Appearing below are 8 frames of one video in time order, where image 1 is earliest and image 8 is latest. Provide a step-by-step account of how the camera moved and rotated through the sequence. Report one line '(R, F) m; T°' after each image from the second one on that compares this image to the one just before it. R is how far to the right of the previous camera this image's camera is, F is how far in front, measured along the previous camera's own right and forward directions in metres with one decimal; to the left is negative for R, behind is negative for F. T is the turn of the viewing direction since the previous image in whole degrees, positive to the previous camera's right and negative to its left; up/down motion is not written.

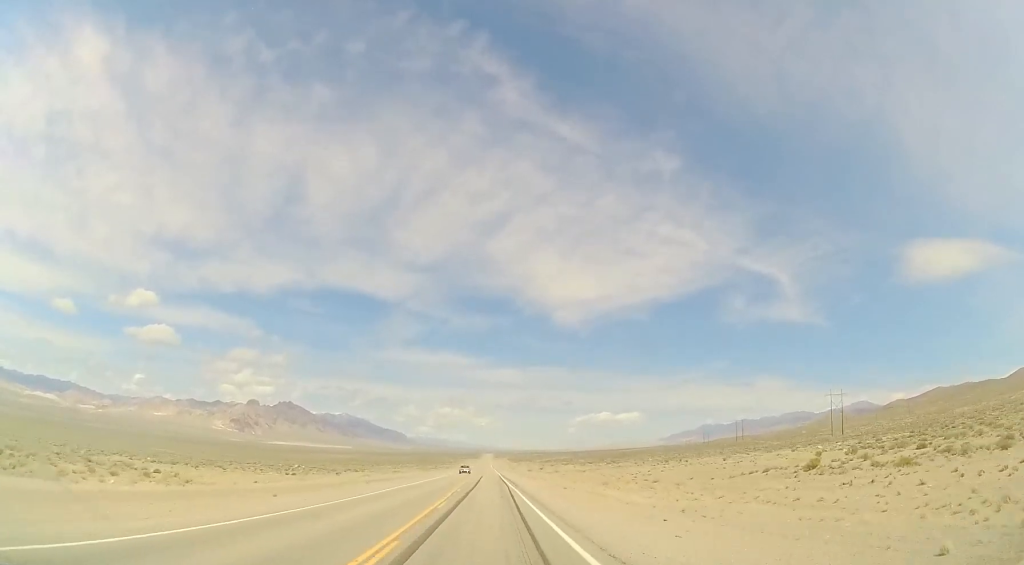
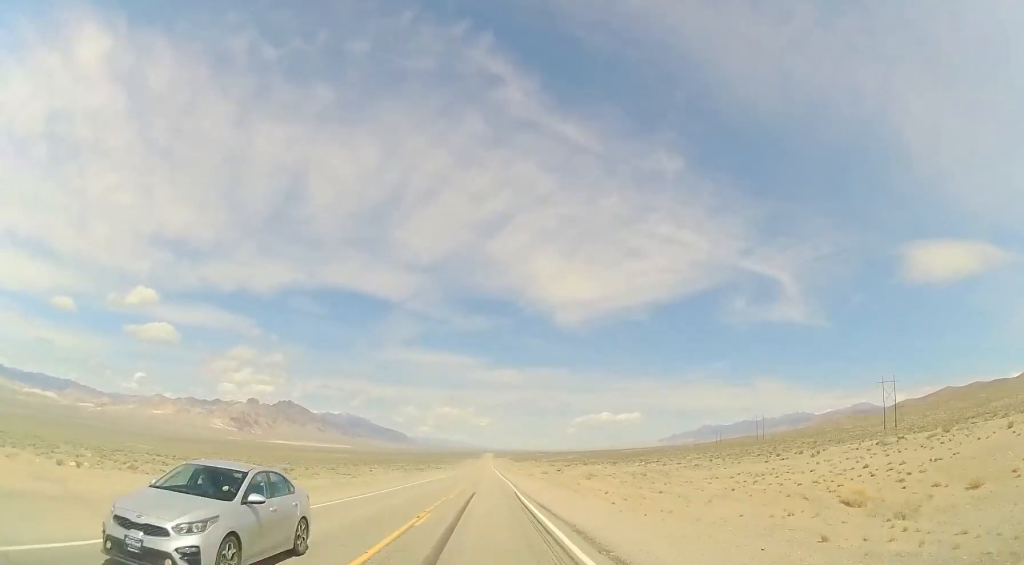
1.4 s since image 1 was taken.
(+0.1, +42.6) m; +1°
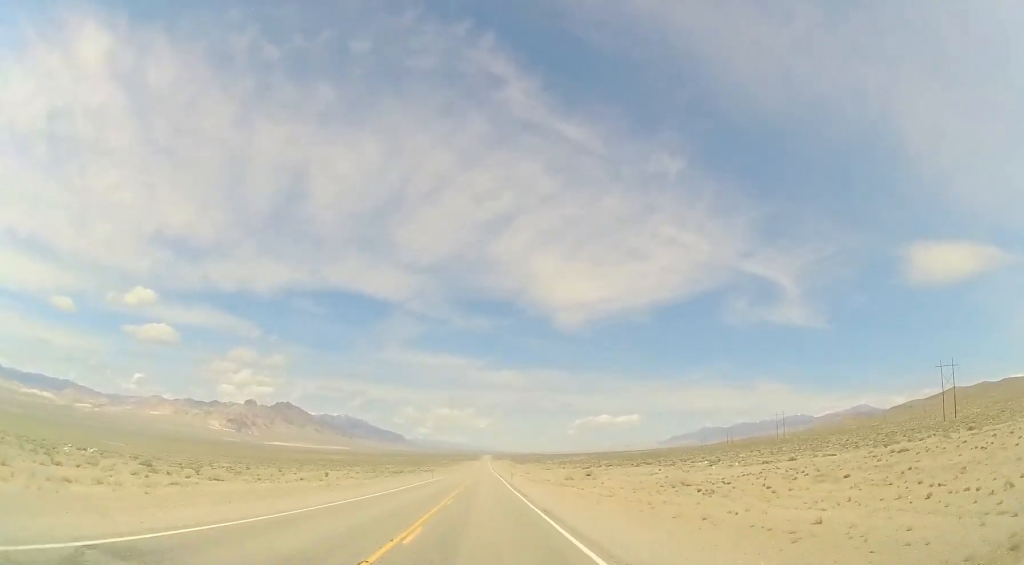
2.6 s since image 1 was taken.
(+0.1, +40.0) m; 0°
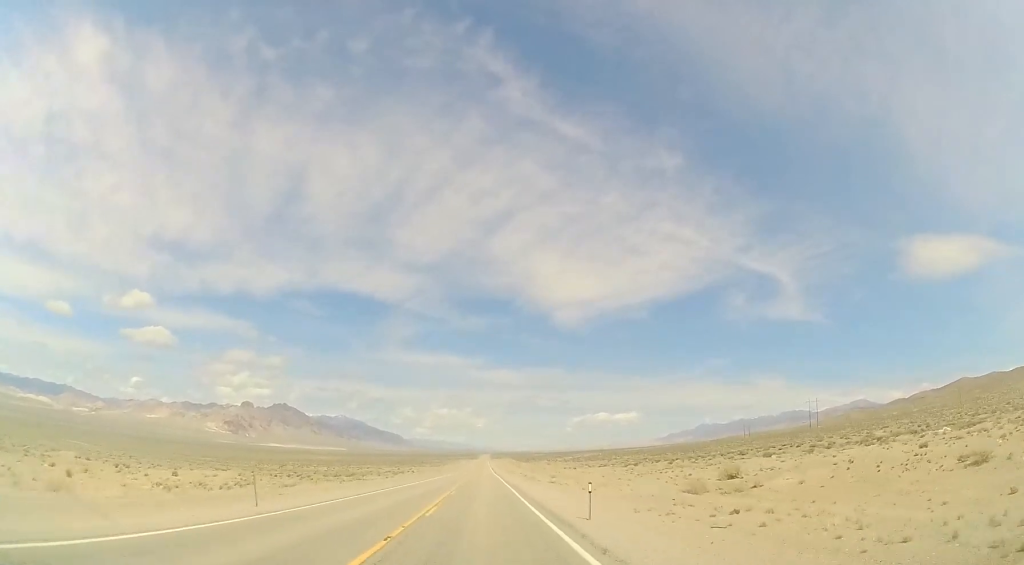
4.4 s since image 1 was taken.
(+0.1, +55.1) m; 0°
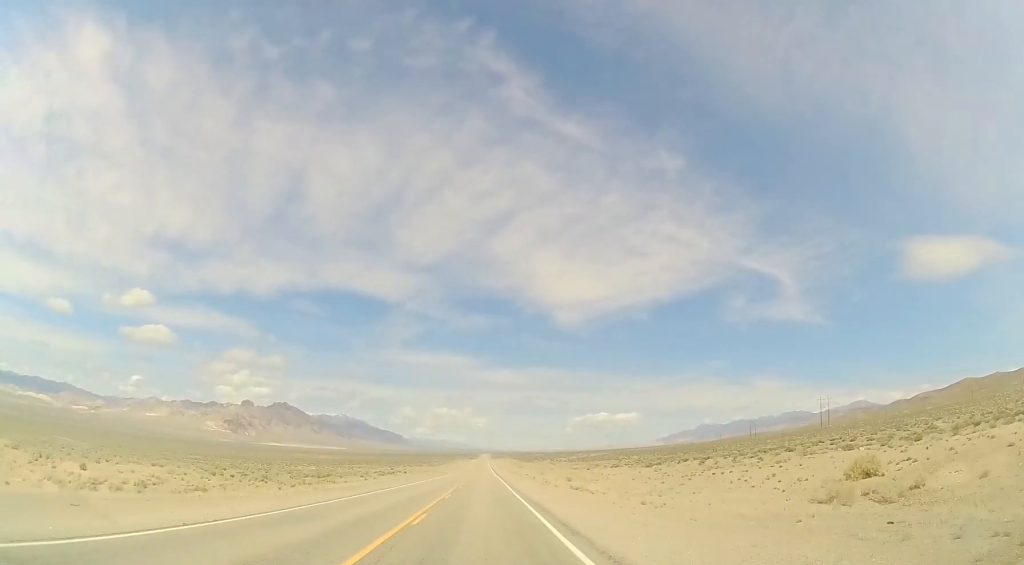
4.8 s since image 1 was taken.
(0.0, +14.9) m; 0°
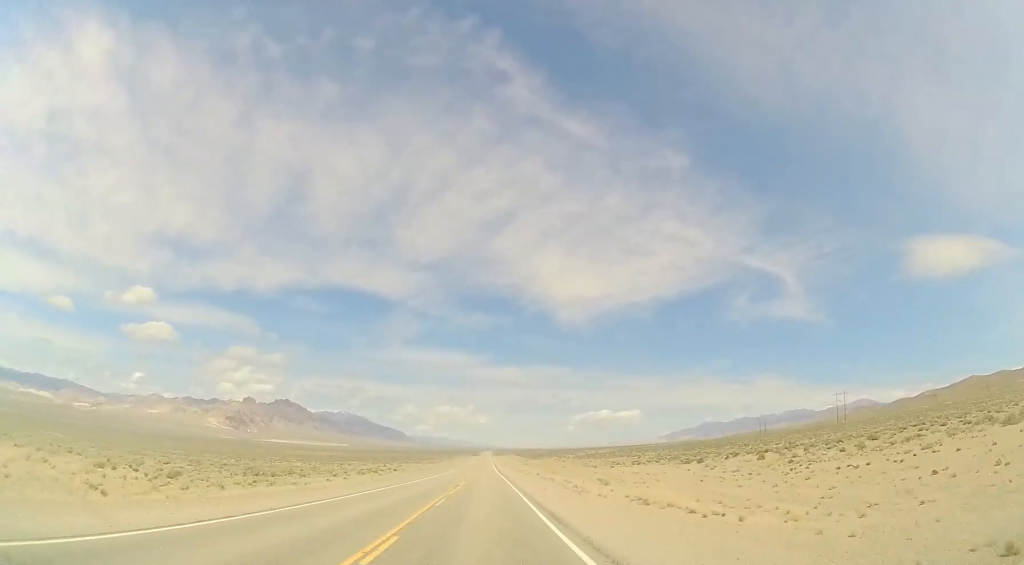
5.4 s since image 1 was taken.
(-0.4, +18.2) m; 0°
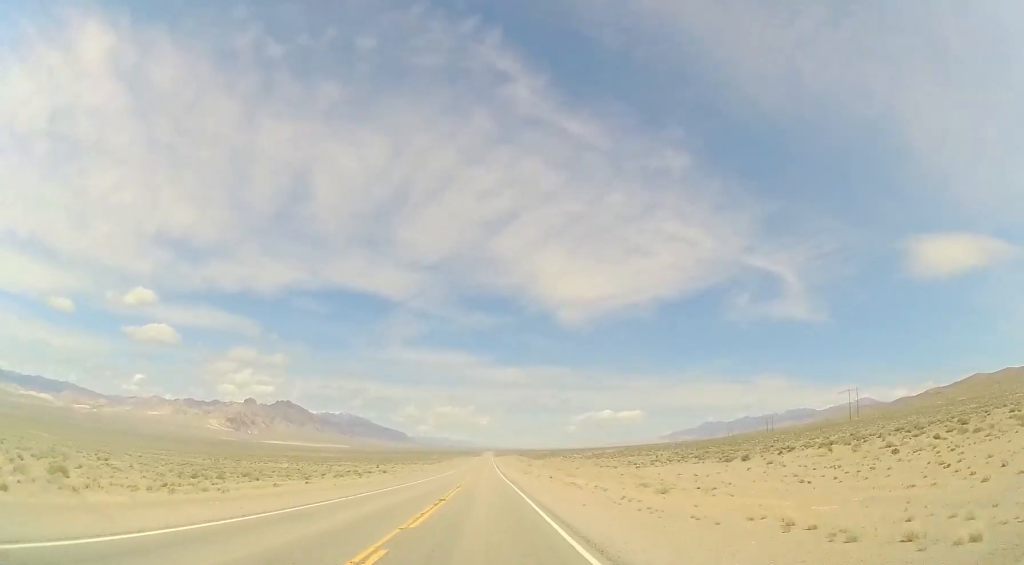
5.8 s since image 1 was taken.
(0.0, +14.0) m; 0°
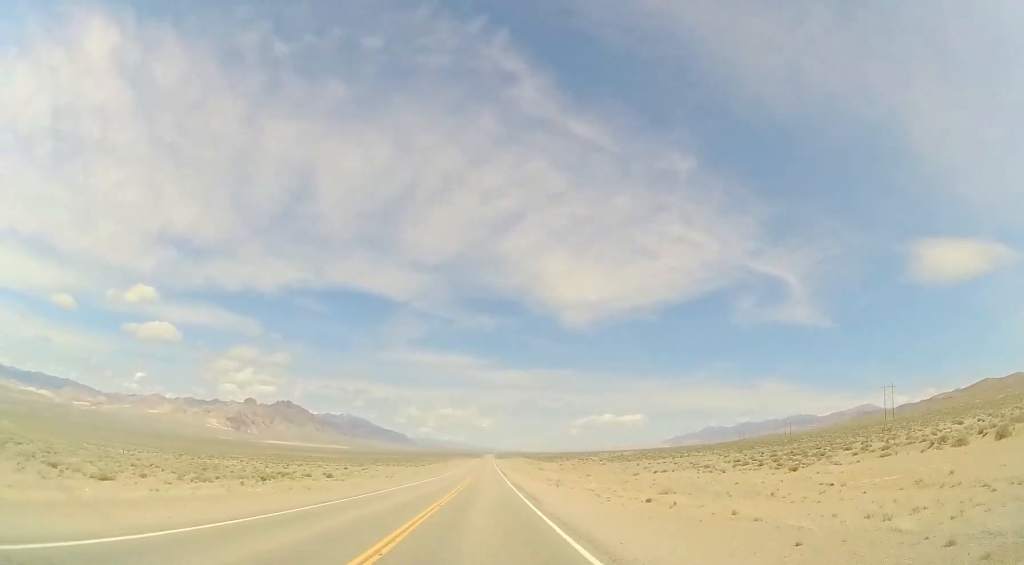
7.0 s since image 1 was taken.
(+0.3, +38.9) m; 0°
